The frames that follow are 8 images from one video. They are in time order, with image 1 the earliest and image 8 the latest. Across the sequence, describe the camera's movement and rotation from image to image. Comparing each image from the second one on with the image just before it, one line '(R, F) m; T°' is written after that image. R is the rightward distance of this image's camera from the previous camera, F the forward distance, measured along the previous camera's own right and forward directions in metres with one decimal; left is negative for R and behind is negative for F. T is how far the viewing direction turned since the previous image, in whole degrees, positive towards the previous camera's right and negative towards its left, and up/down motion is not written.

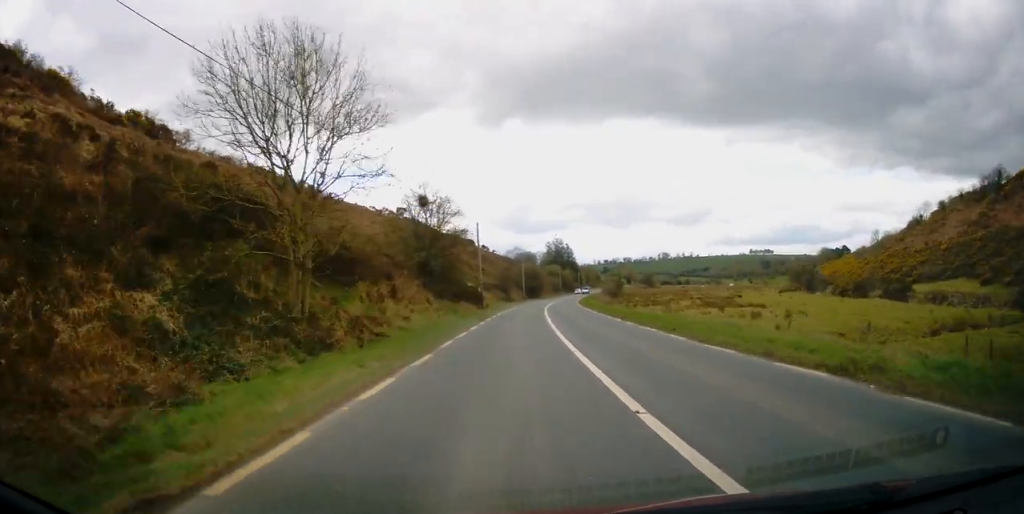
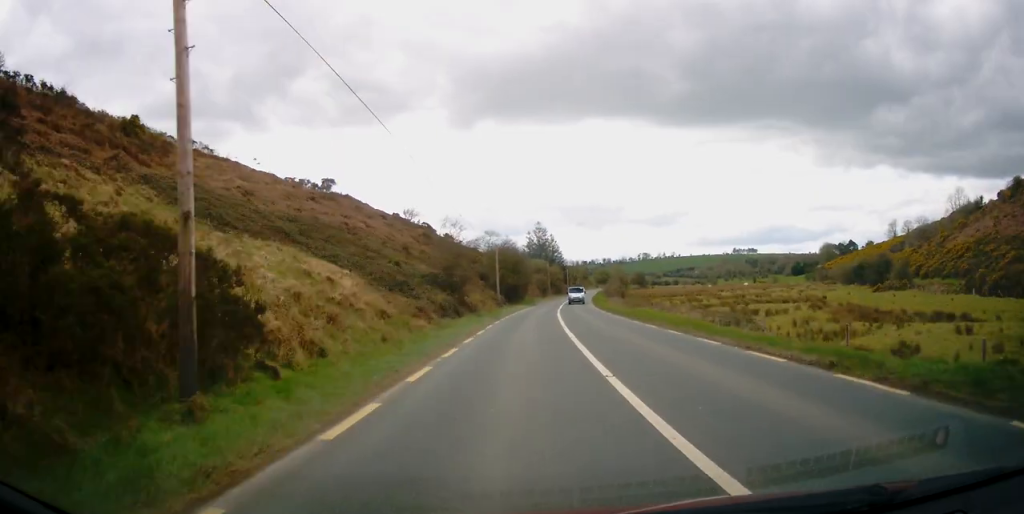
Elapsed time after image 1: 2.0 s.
(+1.3, +42.3) m; +3°
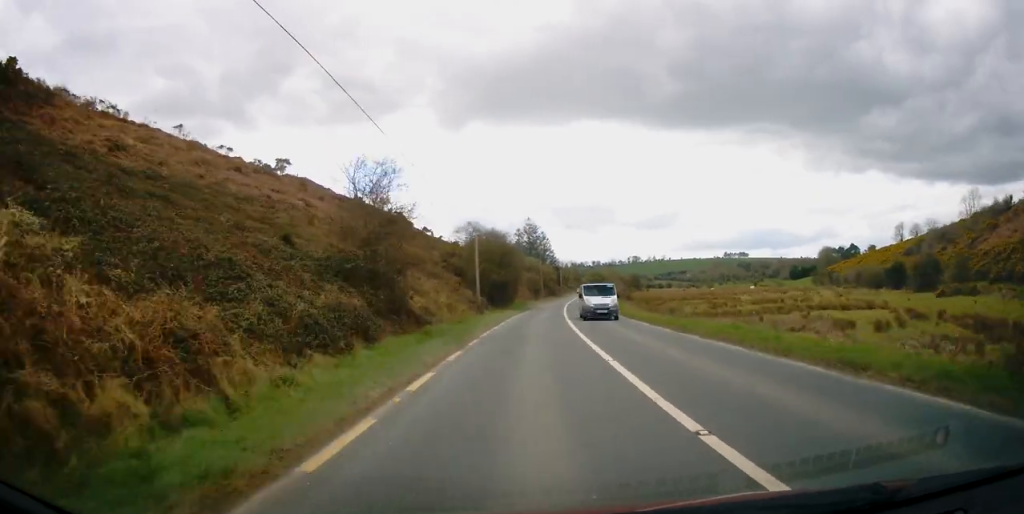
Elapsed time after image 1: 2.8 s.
(+0.2, +17.2) m; +1°
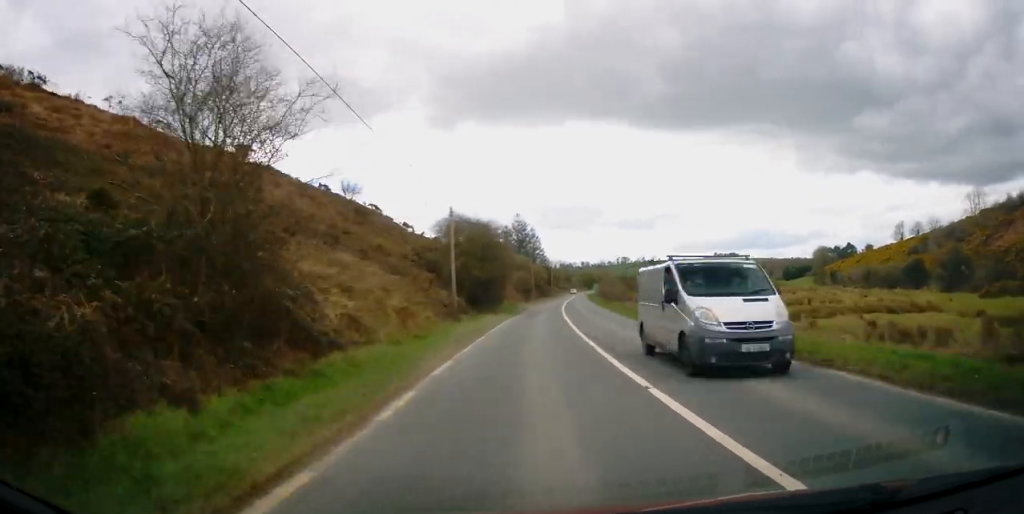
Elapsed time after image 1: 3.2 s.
(+0.1, +10.0) m; 0°
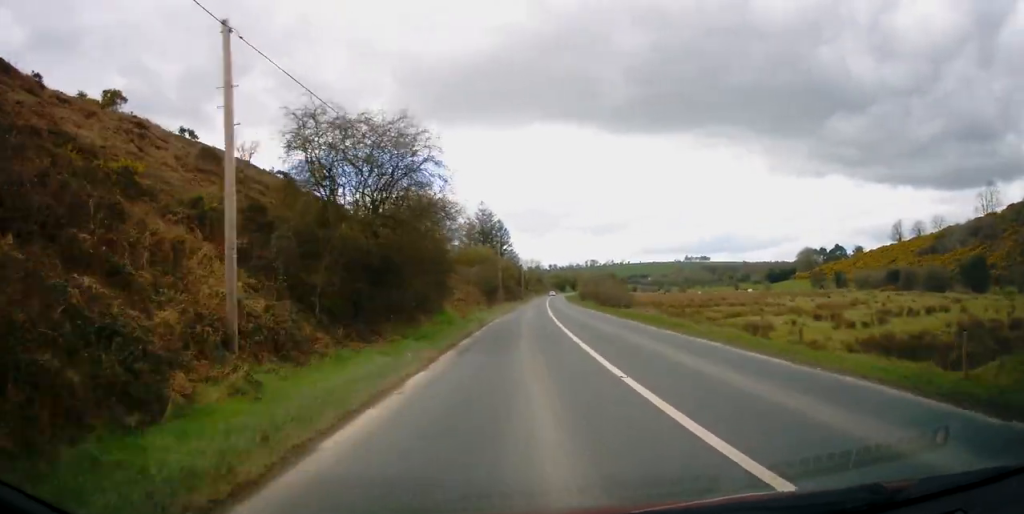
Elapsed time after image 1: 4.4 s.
(+0.2, +25.3) m; +3°
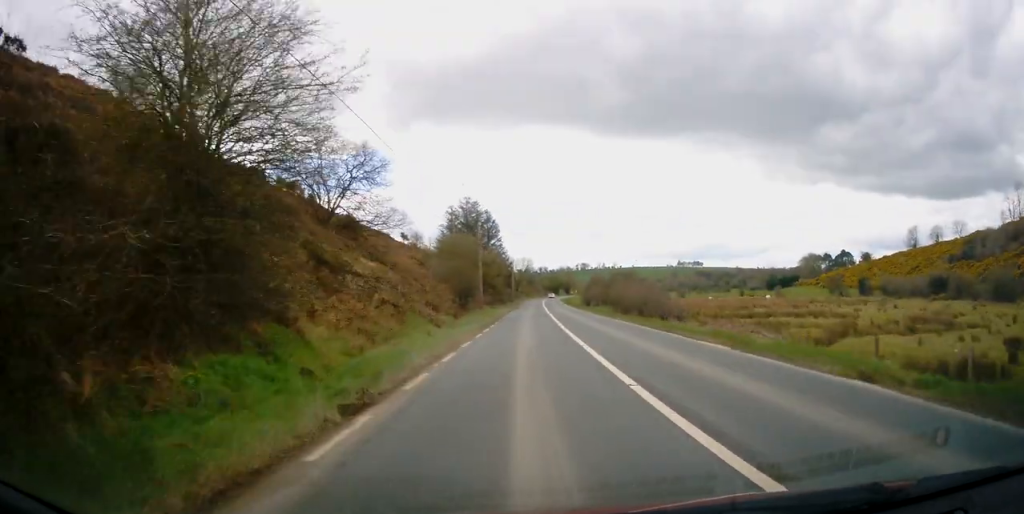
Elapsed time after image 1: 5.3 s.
(+0.7, +20.3) m; +3°
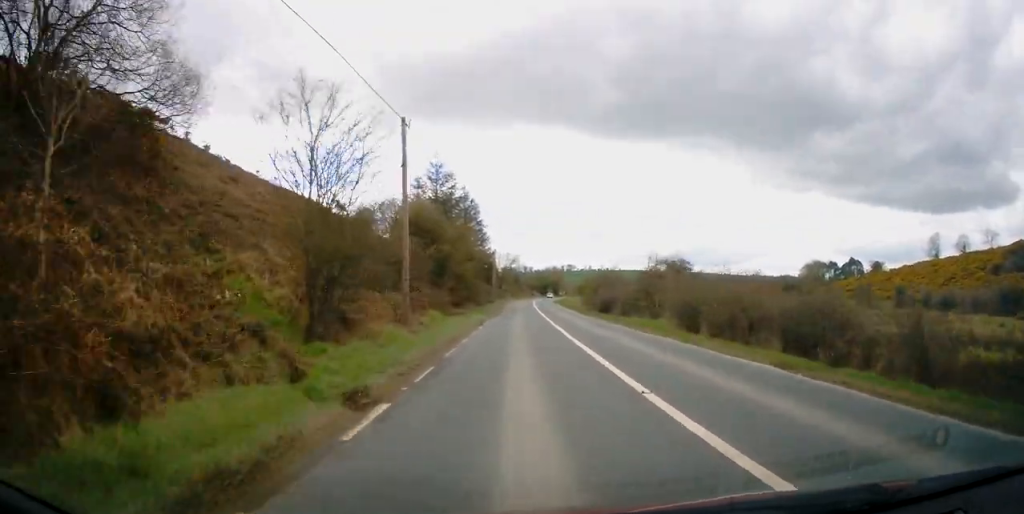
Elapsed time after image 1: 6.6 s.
(+0.4, +27.2) m; +1°
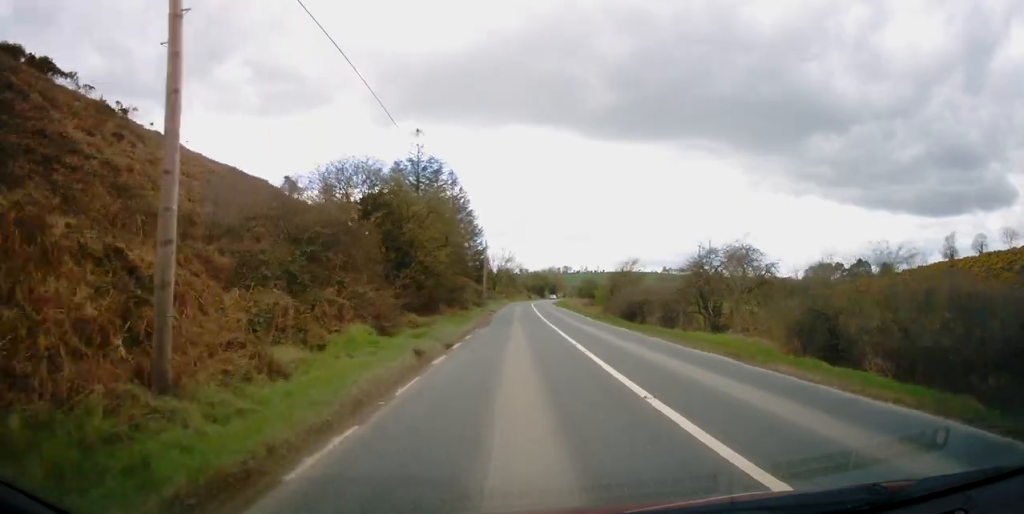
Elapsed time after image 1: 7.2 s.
(-0.1, +13.3) m; 0°
